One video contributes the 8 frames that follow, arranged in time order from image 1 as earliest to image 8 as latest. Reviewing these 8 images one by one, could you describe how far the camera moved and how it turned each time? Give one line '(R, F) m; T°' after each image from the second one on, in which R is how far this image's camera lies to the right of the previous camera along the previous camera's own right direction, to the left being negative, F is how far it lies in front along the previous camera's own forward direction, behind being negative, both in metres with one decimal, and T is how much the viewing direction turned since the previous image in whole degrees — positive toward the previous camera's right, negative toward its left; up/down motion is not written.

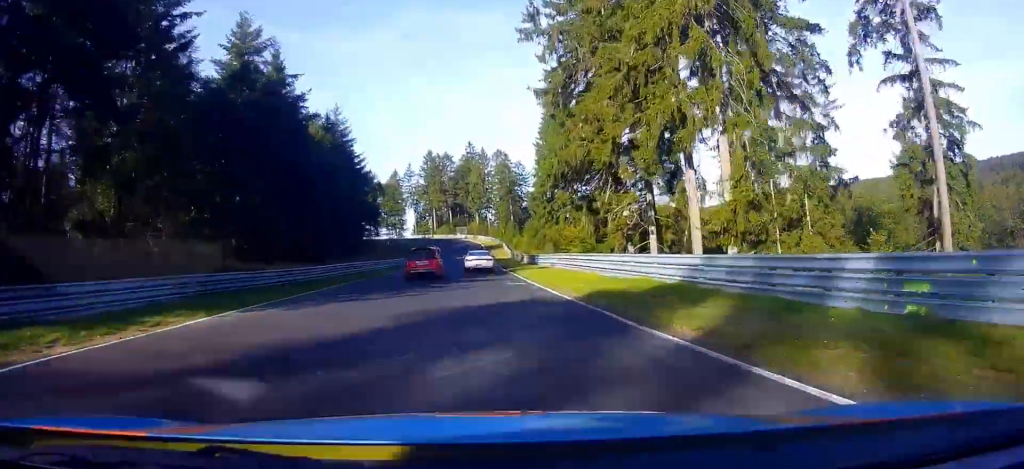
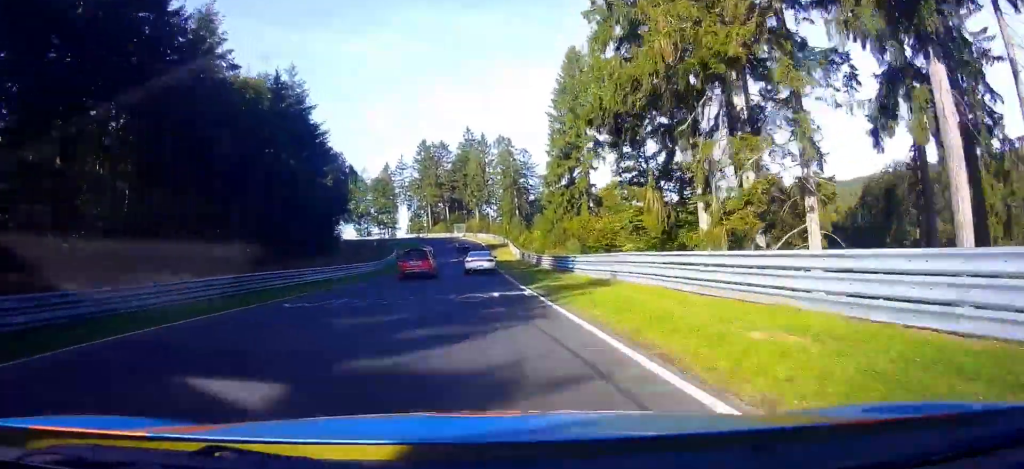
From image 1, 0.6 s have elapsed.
(+0.4, +17.3) m; +2°
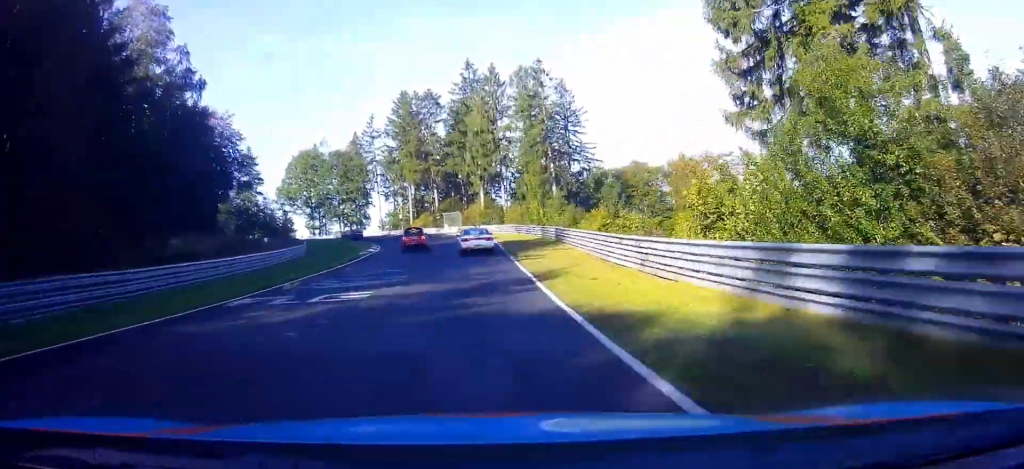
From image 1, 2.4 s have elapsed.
(+2.3, +51.1) m; +8°
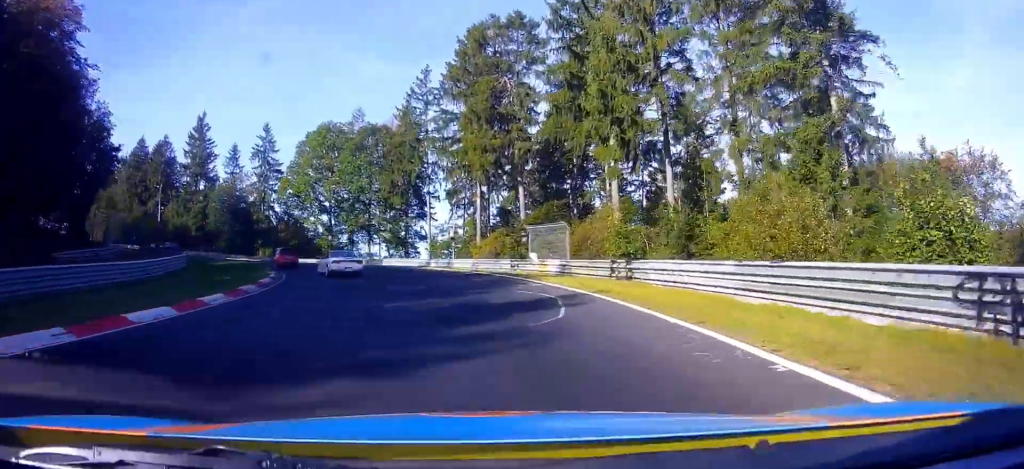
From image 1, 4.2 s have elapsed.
(+7.6, +49.2) m; +17°
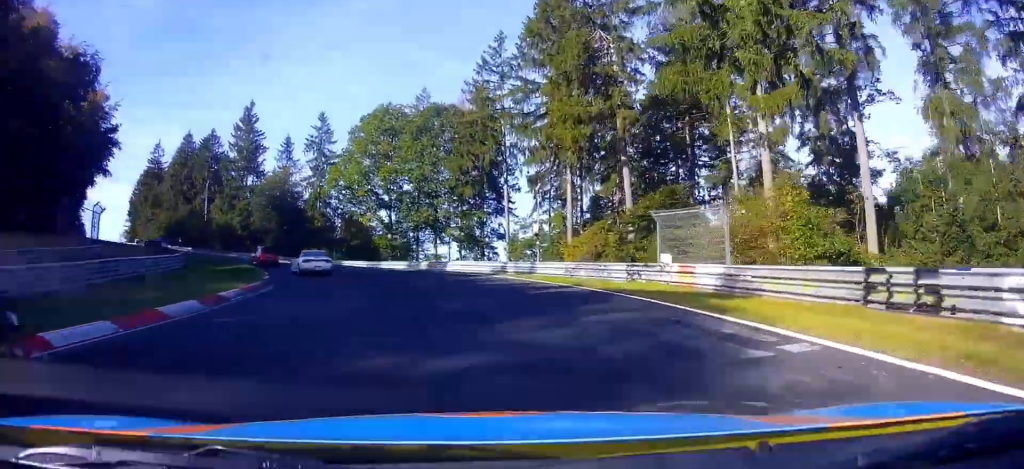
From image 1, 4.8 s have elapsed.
(-0.3, +14.9) m; +7°
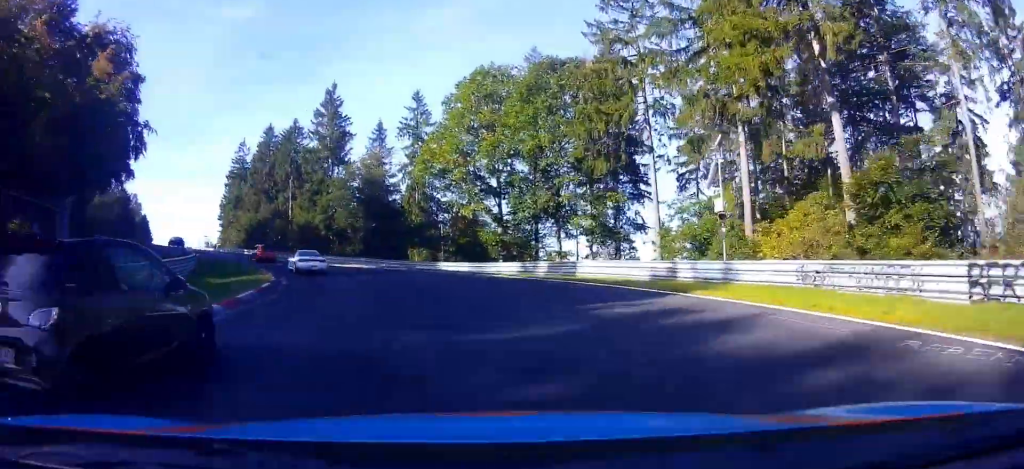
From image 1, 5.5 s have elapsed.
(+1.6, +16.5) m; +8°
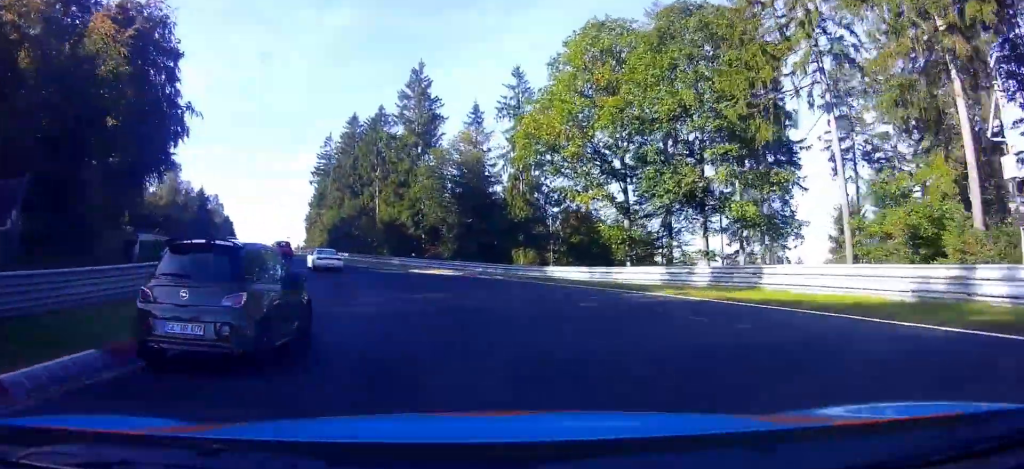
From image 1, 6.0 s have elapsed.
(+1.8, +13.1) m; +7°
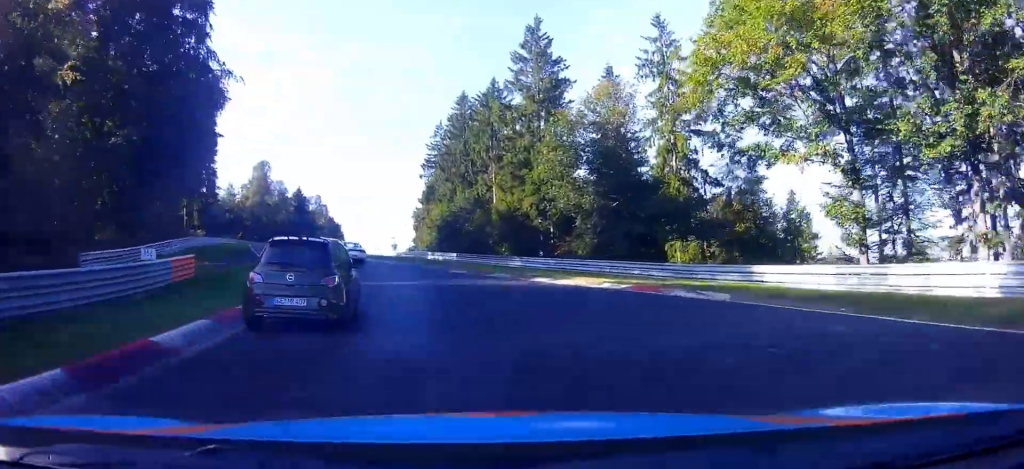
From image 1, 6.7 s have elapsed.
(+0.2, +17.0) m; +1°
